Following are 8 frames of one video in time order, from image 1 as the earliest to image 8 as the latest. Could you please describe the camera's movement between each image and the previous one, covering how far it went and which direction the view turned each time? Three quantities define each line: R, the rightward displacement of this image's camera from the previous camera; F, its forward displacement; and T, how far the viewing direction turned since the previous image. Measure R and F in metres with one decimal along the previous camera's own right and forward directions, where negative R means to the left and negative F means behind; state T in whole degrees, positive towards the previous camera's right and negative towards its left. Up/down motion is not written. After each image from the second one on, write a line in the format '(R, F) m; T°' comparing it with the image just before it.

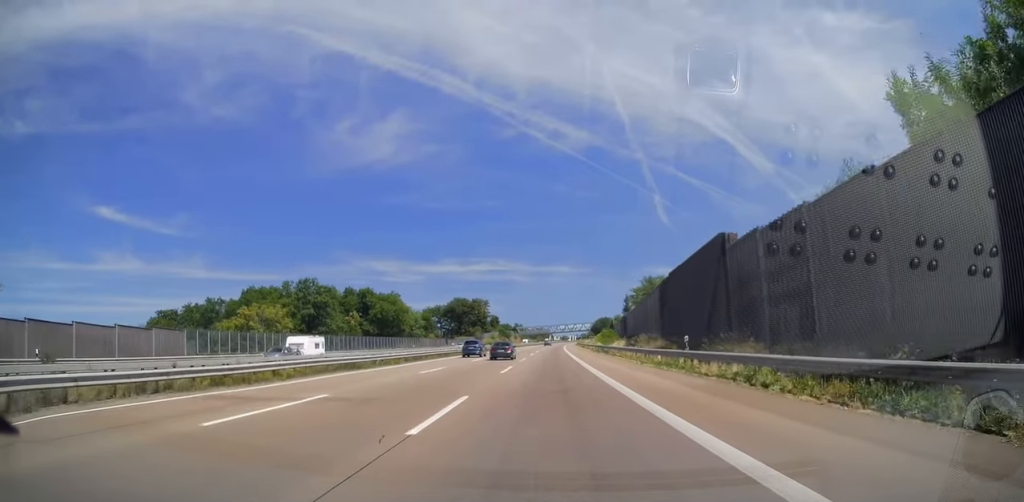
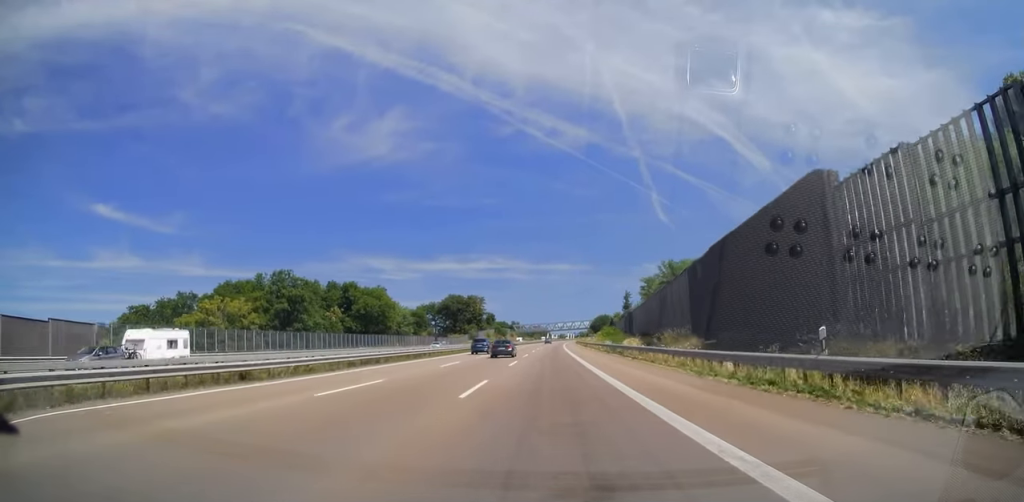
(+0.1, +12.5) m; 0°
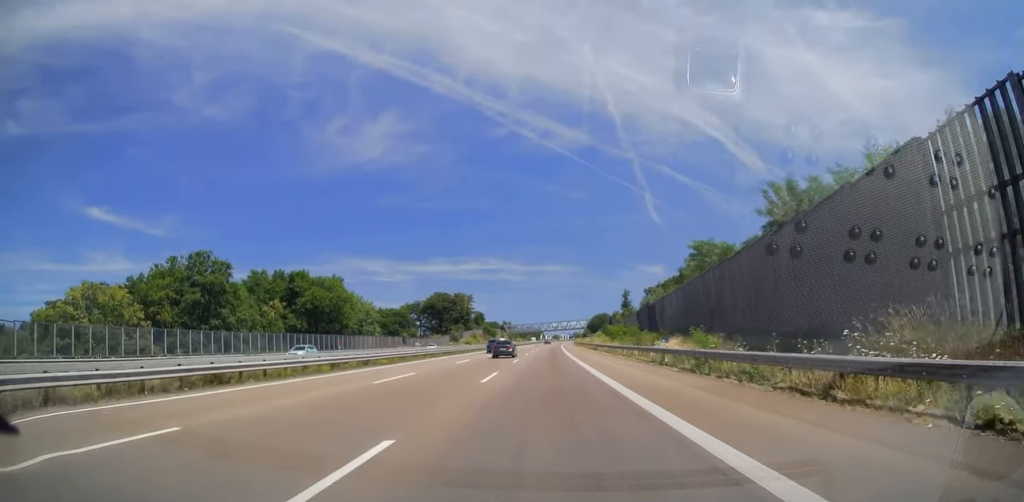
(0.0, +30.0) m; 0°
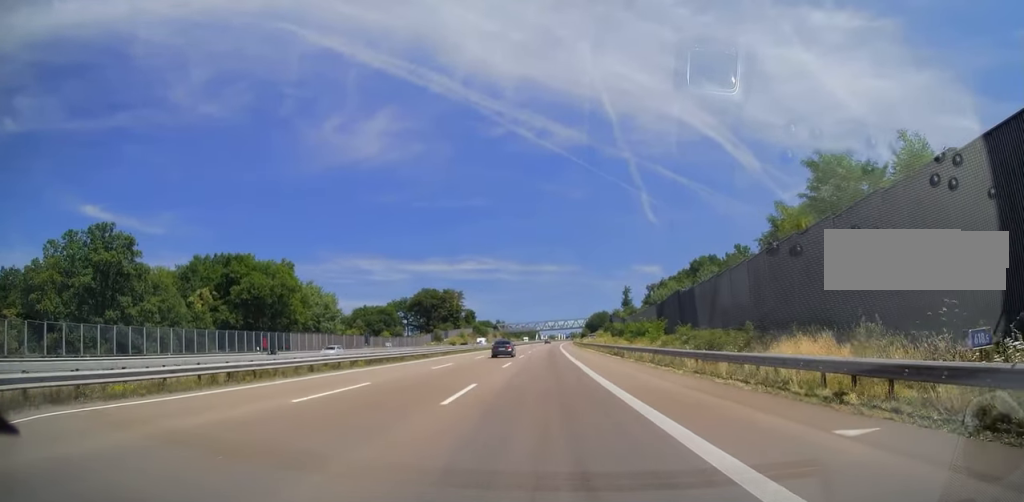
(+0.1, +24.6) m; +1°
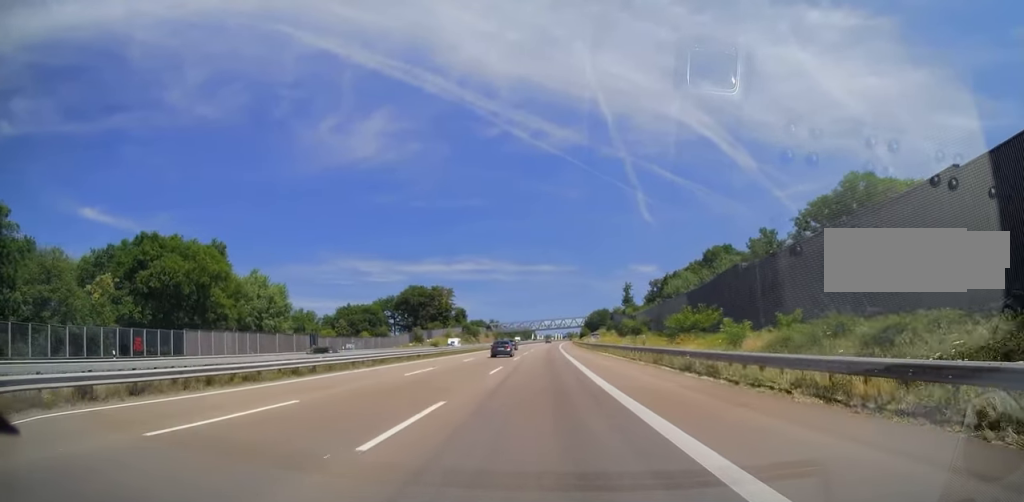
(+0.2, +23.3) m; 0°
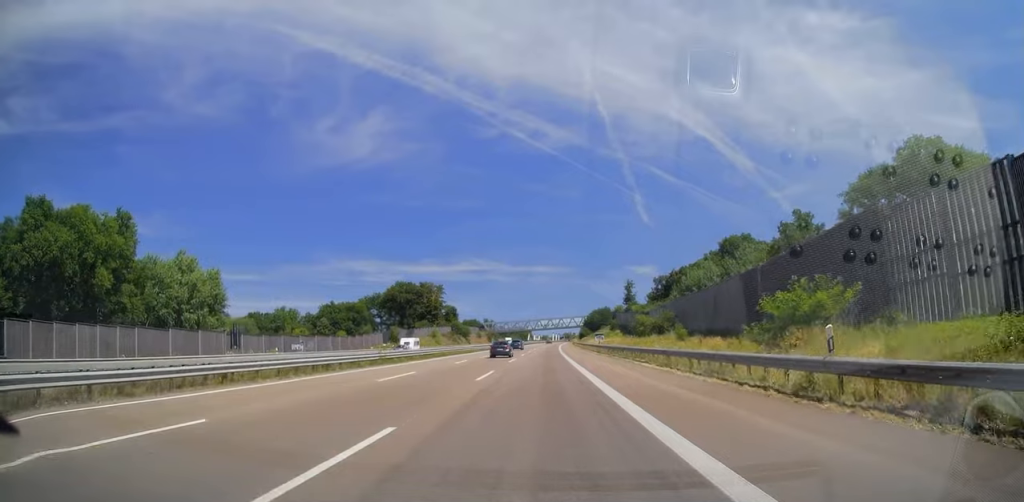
(0.0, +22.0) m; 0°
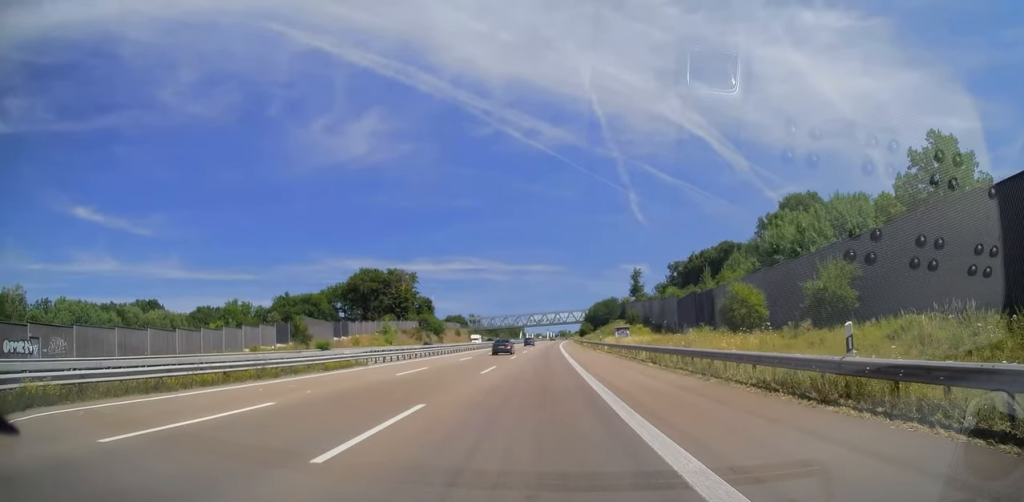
(+0.3, +50.4) m; +1°
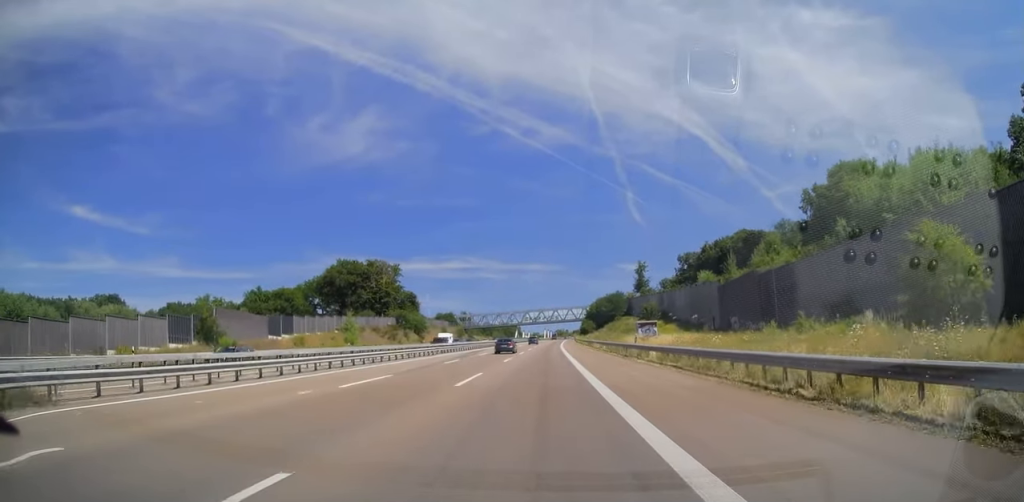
(0.0, +24.7) m; 0°
